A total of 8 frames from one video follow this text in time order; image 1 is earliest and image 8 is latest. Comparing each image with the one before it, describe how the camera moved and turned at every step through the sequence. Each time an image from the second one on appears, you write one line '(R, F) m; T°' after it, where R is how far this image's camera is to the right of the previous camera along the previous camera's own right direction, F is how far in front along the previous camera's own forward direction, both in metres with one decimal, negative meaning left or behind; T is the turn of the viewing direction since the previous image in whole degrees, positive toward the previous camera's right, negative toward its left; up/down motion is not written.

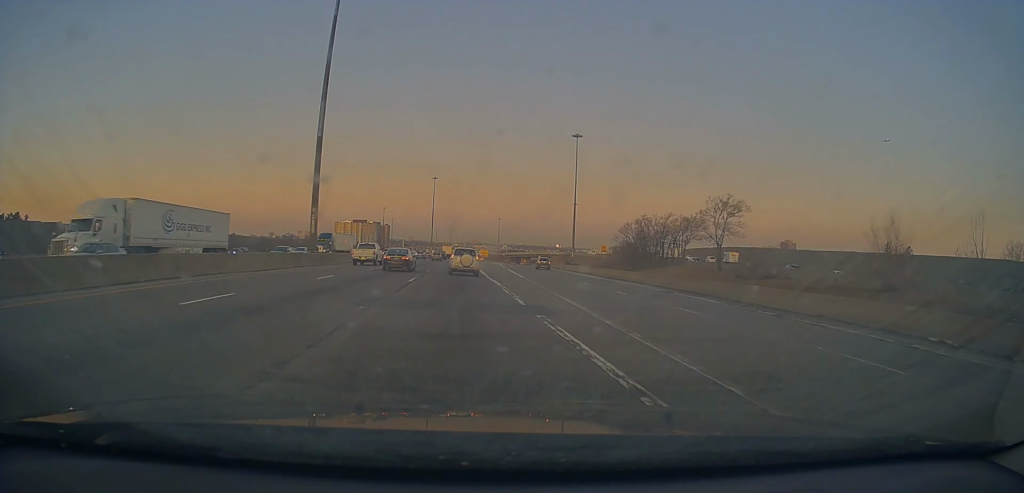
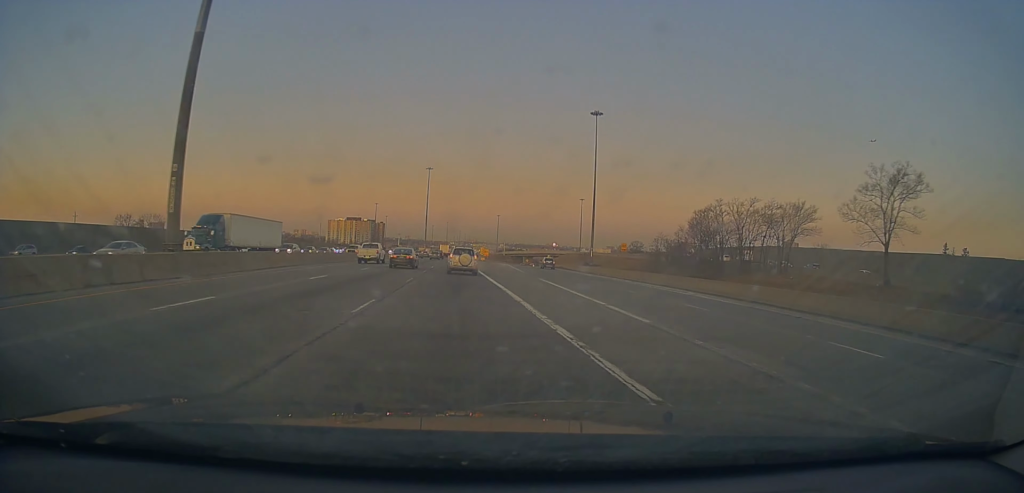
(0.0, +25.1) m; 0°
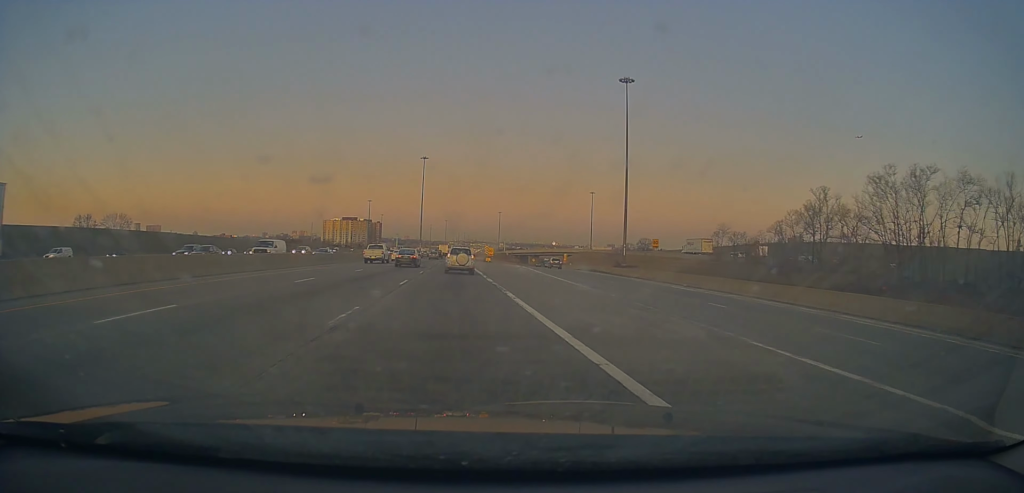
(0.0, +26.1) m; 0°
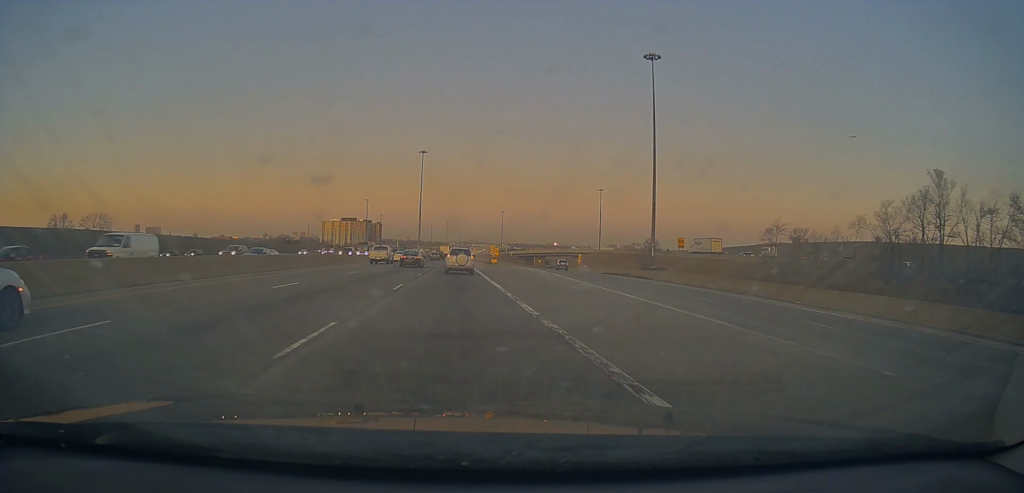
(0.0, +14.7) m; 0°
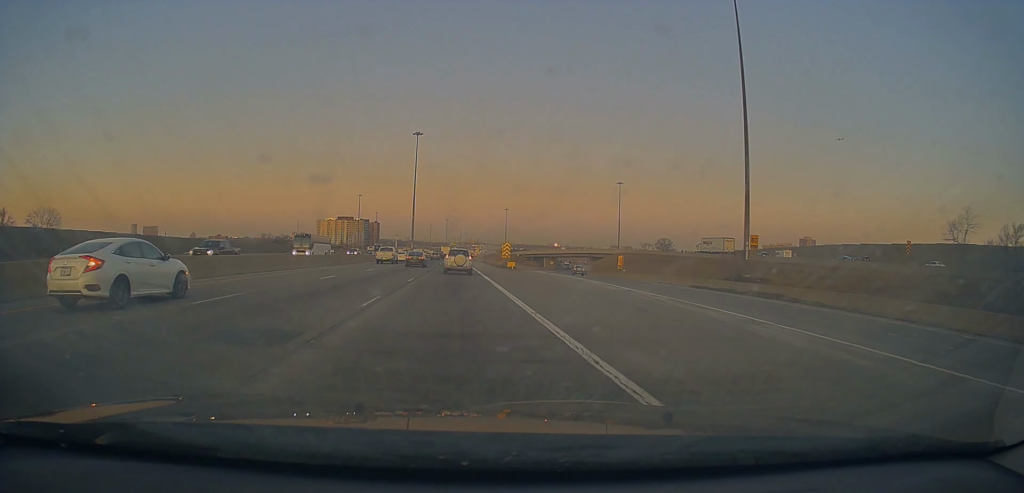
(-0.4, +30.3) m; -1°
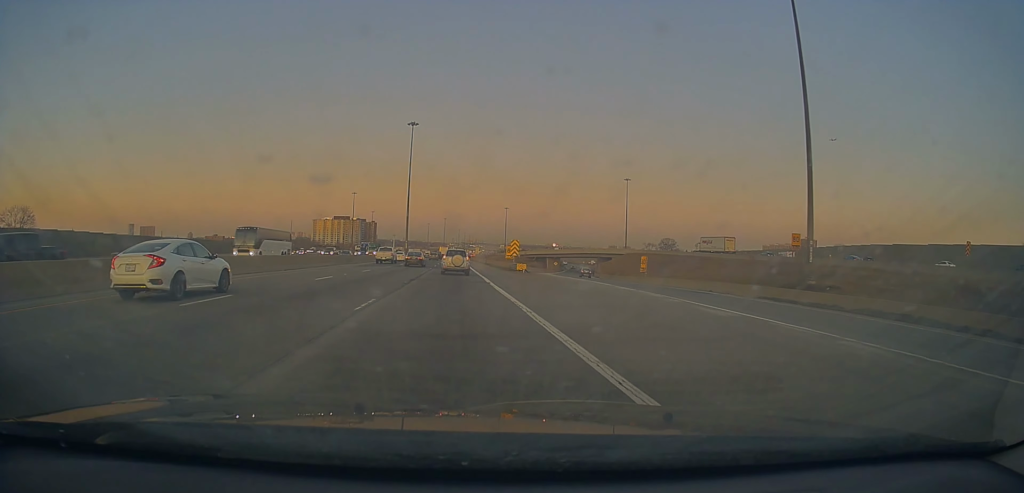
(-0.3, +12.3) m; 0°
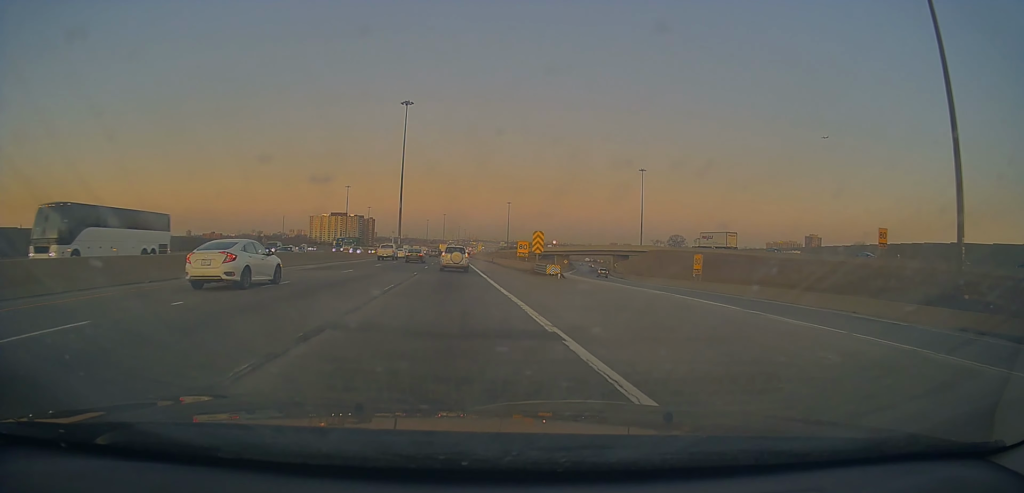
(+0.5, +18.4) m; +1°
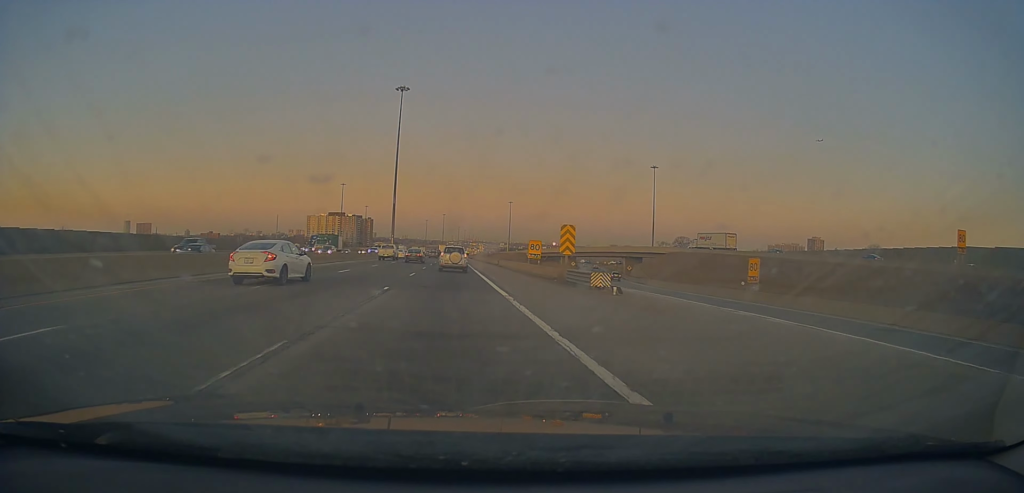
(+0.1, +12.7) m; 0°
